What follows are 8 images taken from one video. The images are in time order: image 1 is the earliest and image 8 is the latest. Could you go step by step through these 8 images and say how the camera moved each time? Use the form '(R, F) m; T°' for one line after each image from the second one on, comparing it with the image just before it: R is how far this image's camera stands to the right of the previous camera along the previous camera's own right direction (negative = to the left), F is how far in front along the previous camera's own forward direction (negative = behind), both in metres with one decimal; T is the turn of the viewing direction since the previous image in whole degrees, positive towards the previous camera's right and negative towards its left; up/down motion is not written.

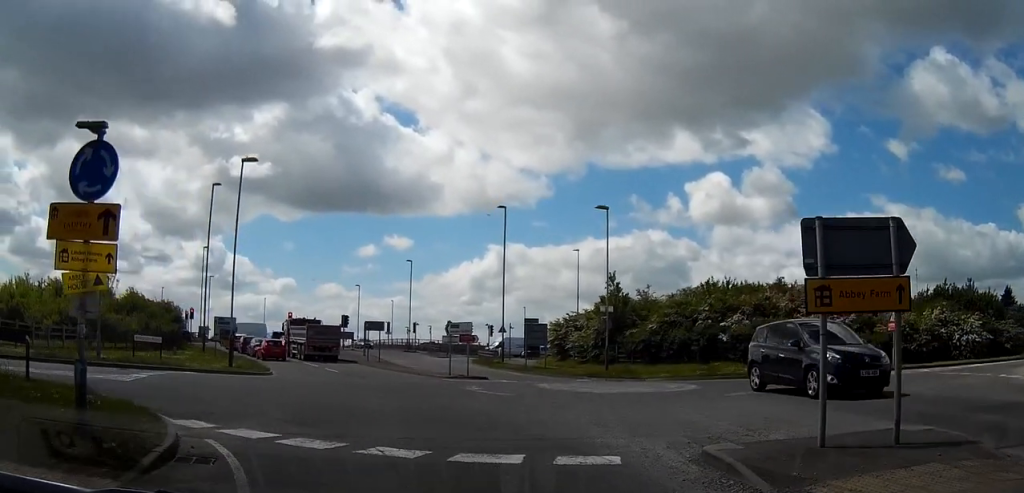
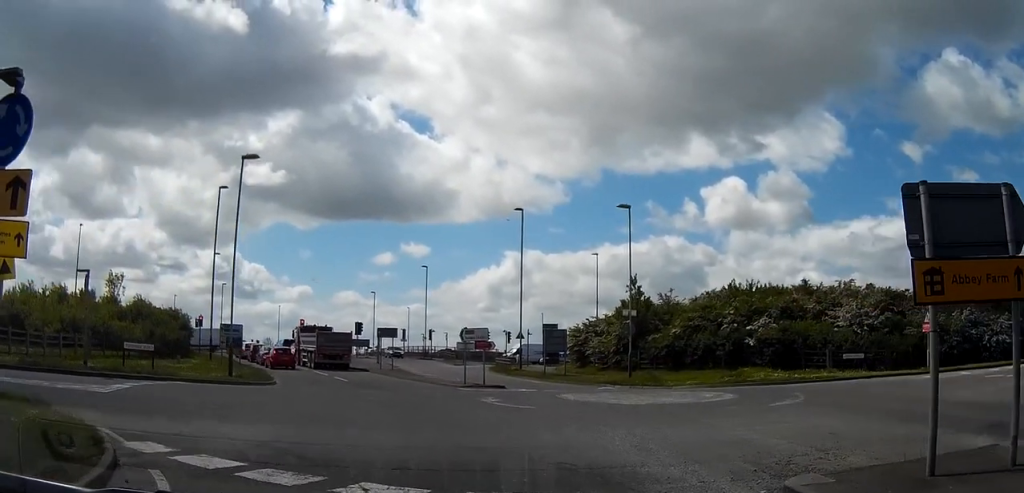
(0.0, +1.4) m; -2°
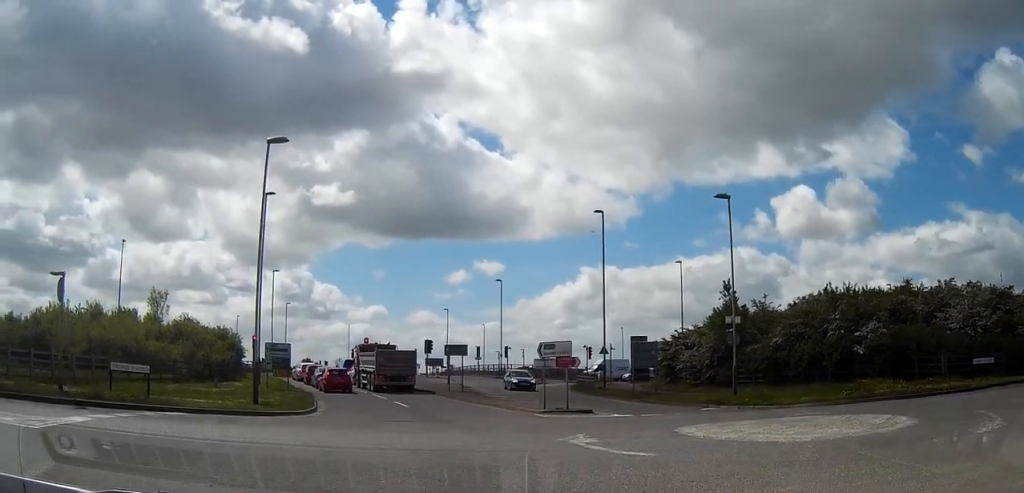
(-0.6, +3.8) m; -18°
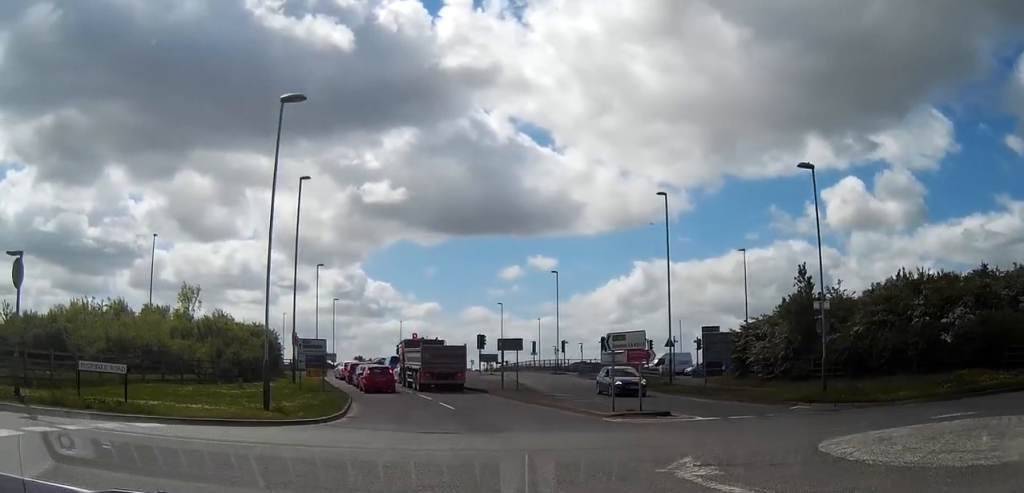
(-0.2, +3.0) m; -6°
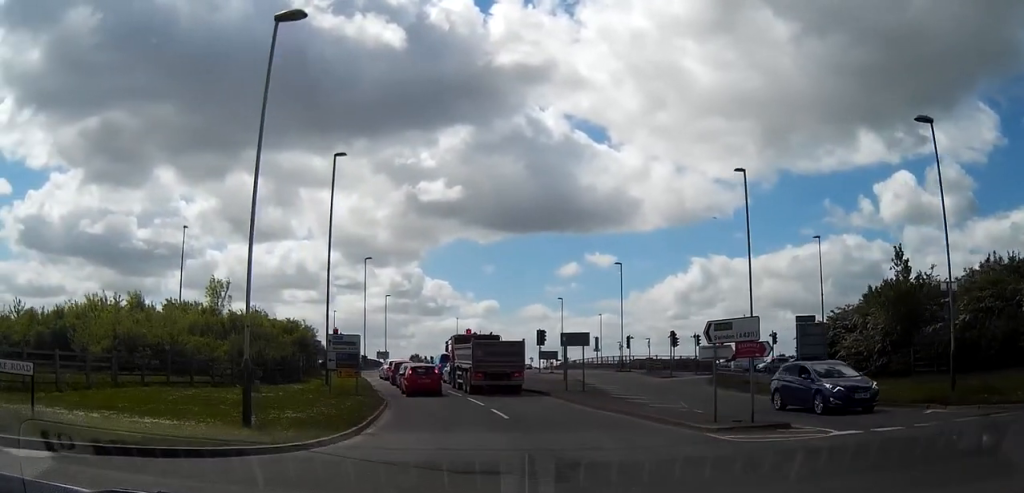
(-0.2, +4.5) m; -5°
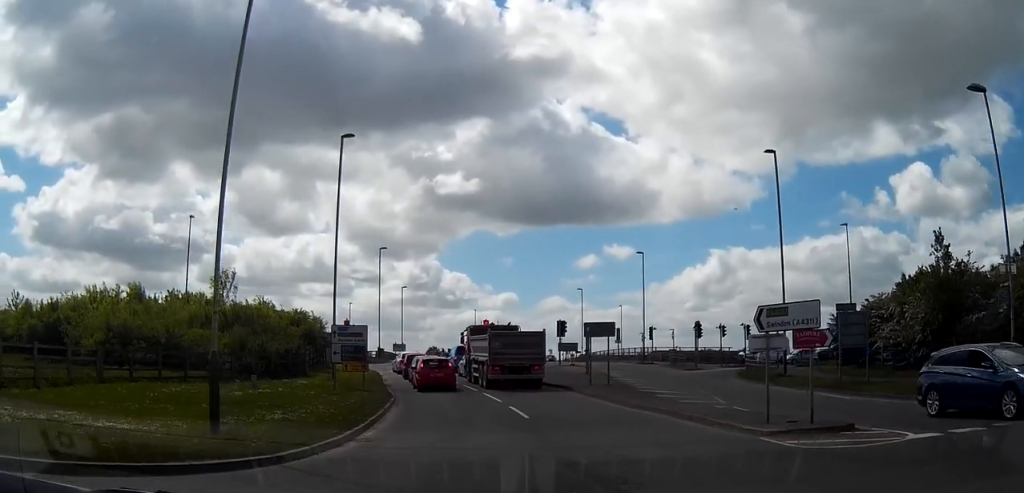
(0.0, +2.1) m; -2°
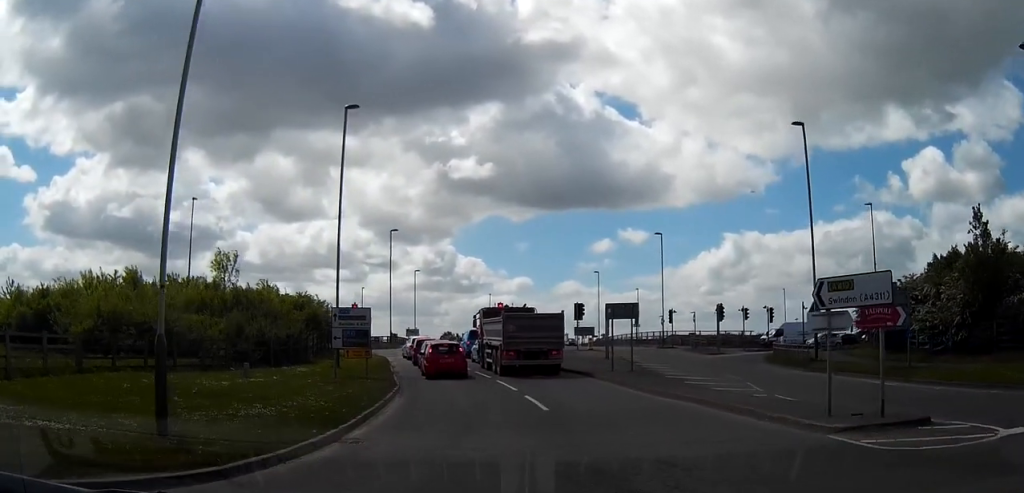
(0.0, +2.2) m; -2°
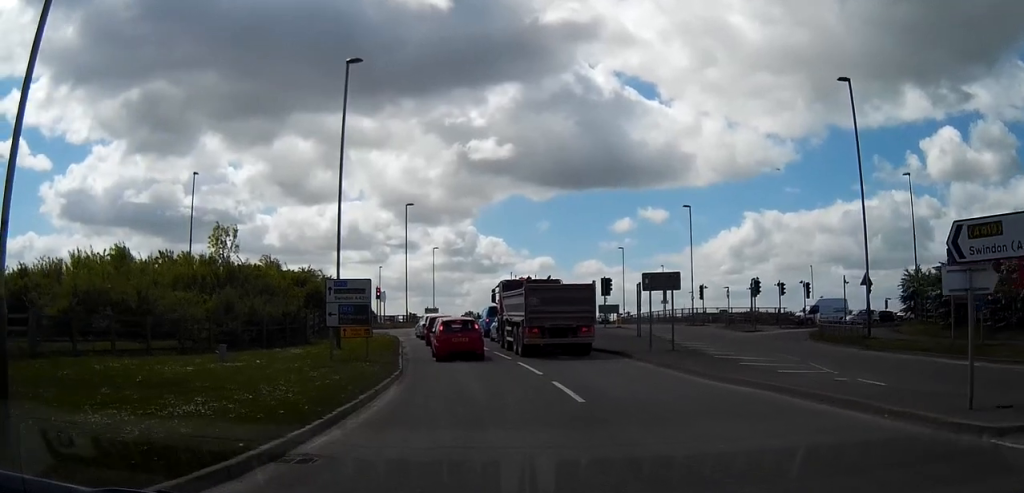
(-0.1, +3.6) m; -2°
